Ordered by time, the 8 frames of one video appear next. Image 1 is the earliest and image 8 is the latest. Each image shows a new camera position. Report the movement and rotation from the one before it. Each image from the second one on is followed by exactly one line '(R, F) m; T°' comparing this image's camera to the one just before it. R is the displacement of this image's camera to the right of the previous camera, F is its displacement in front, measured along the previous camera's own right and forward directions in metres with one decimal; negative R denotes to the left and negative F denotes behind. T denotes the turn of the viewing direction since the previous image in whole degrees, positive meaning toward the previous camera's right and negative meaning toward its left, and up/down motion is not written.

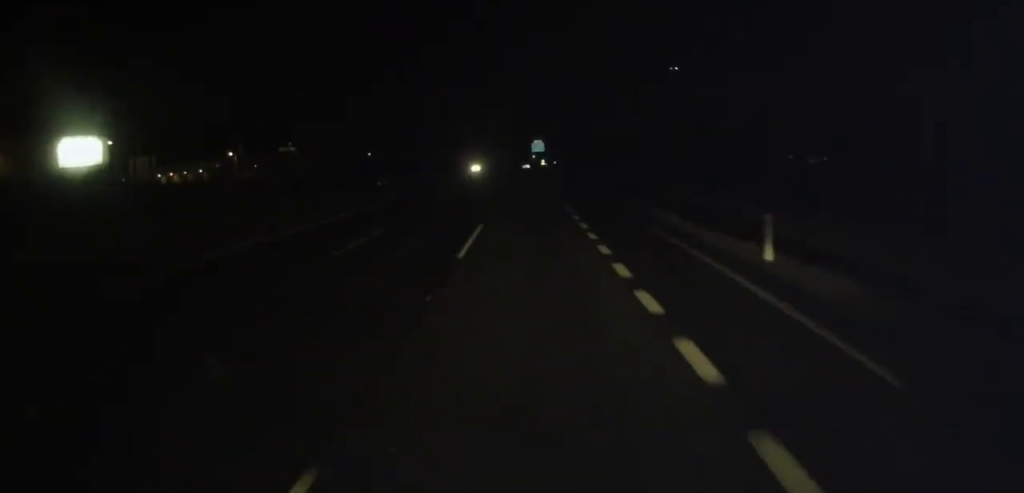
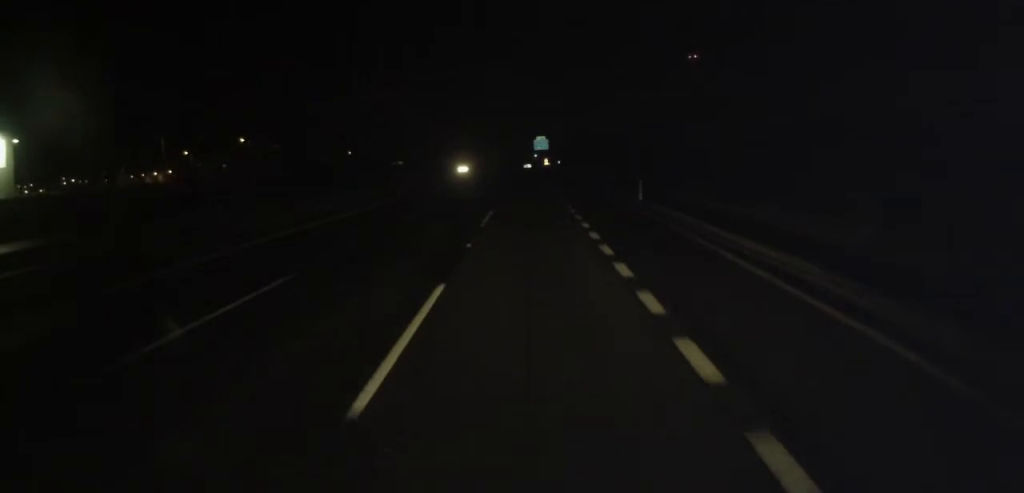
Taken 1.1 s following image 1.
(+0.3, +27.0) m; +1°
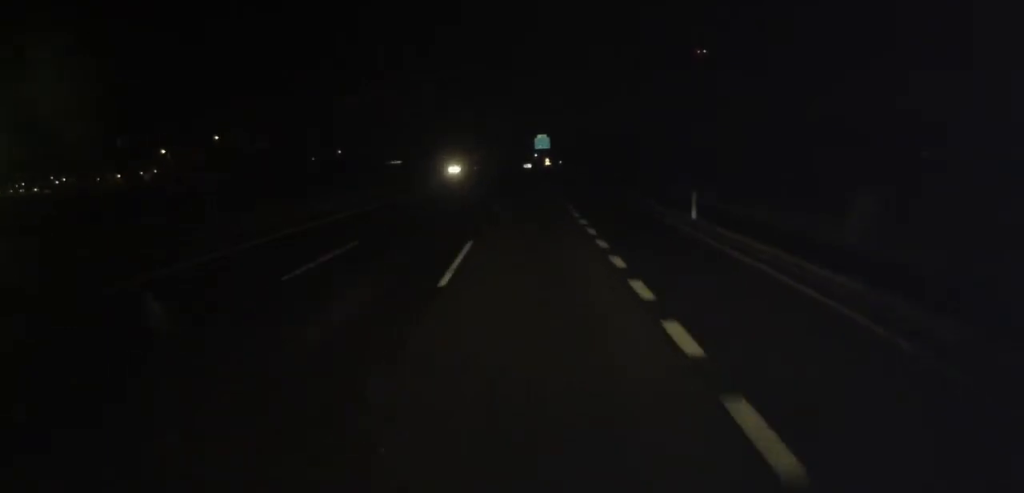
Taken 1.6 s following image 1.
(+0.1, +11.1) m; 0°
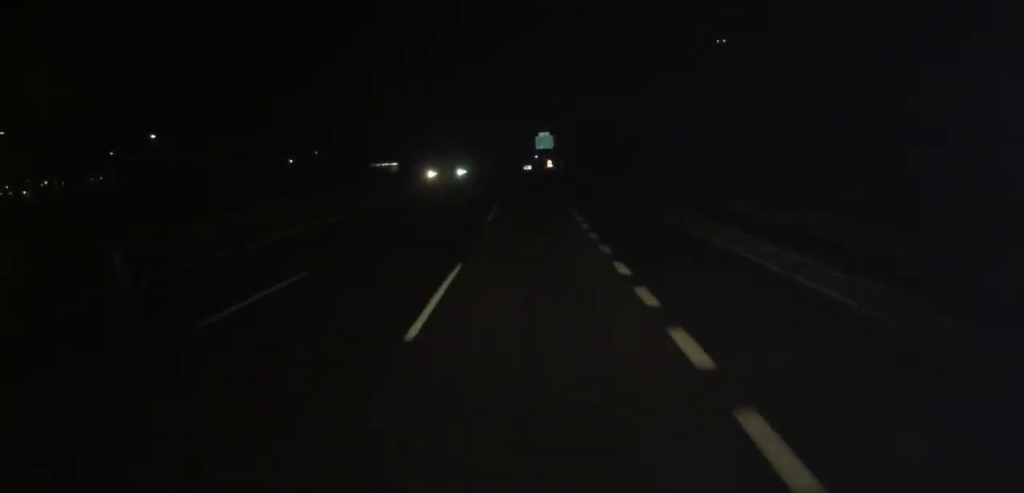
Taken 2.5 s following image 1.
(-0.3, +21.2) m; -1°
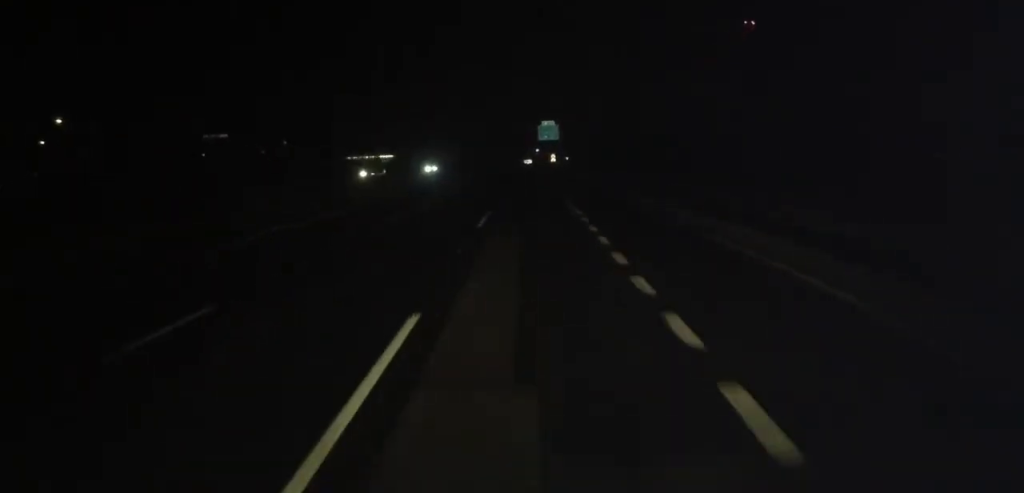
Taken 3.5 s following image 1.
(0.0, +22.8) m; 0°
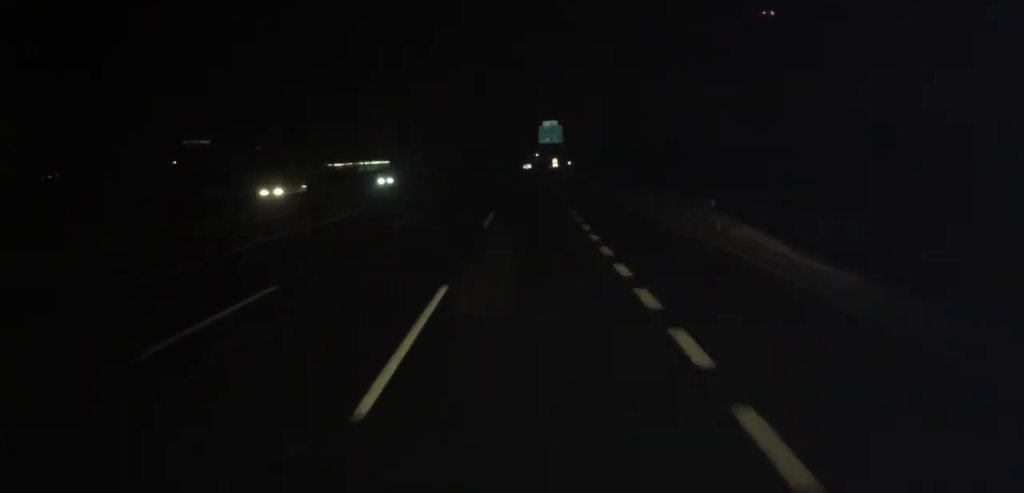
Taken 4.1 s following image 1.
(-0.1, +15.0) m; 0°
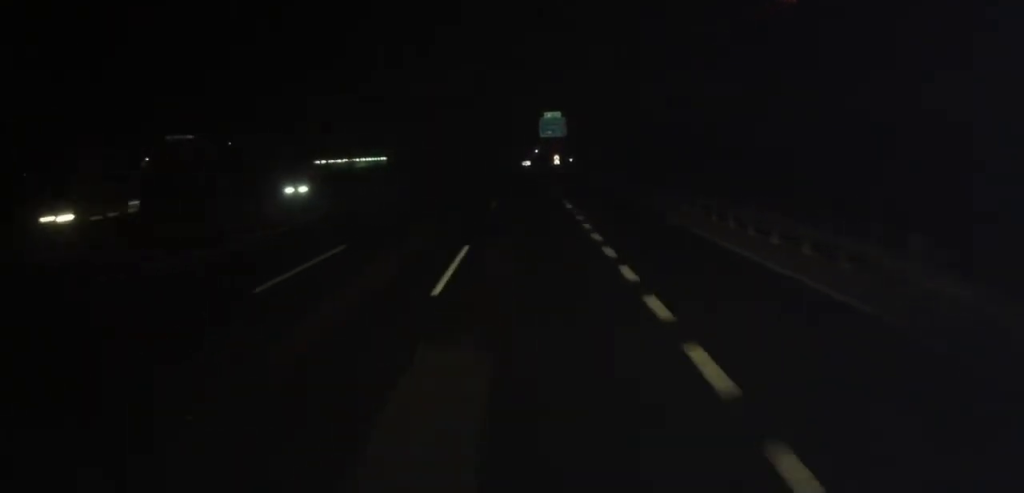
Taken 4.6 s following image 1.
(-0.1, +12.6) m; 0°
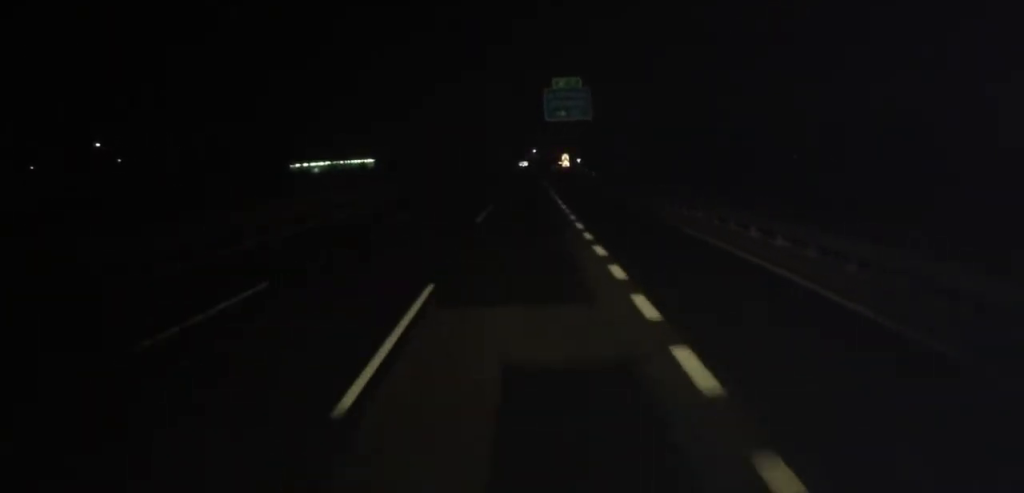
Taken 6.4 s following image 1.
(+0.3, +41.0) m; 0°
